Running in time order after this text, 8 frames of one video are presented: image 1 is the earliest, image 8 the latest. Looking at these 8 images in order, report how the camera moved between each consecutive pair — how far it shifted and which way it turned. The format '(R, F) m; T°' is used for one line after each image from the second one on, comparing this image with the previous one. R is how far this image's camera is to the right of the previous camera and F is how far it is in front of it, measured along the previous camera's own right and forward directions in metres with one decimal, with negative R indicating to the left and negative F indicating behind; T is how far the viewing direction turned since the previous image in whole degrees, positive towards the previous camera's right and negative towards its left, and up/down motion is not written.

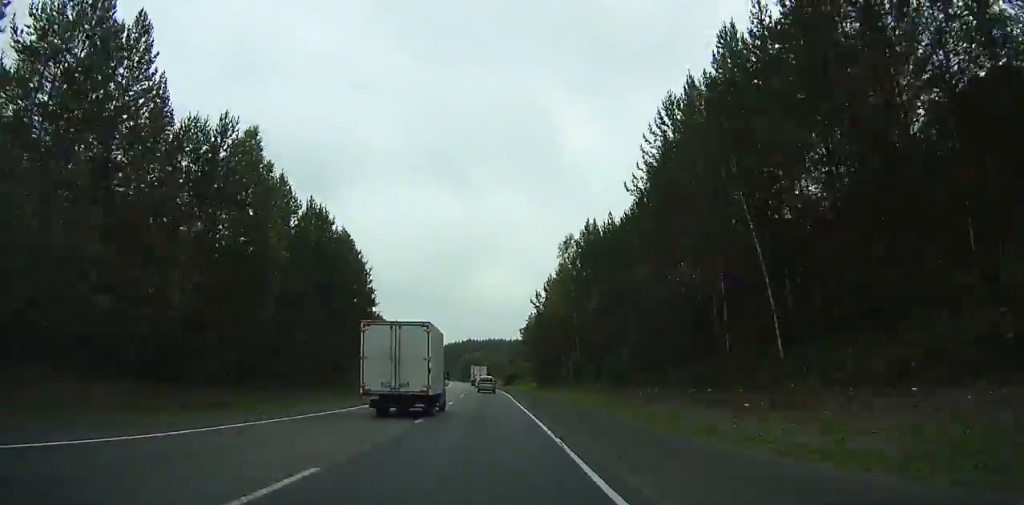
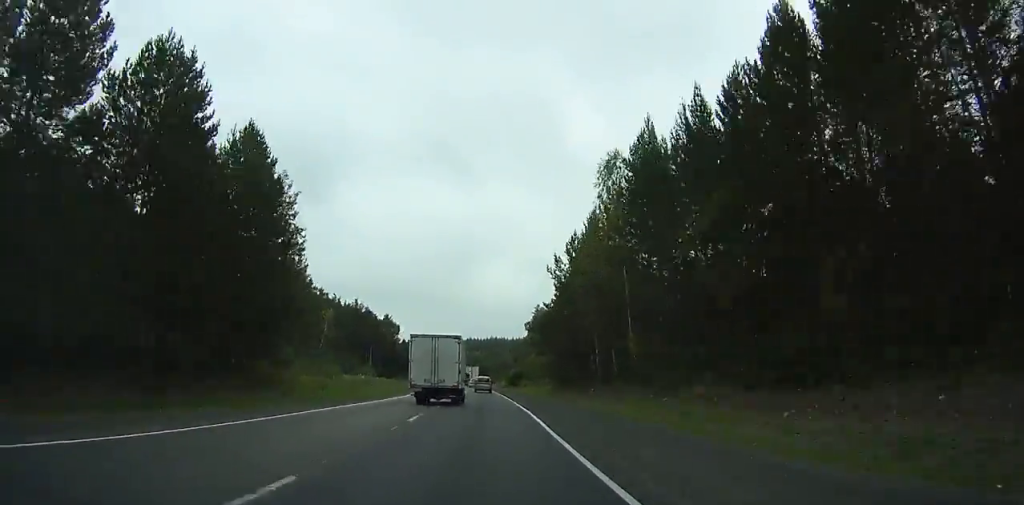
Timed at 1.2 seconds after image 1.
(0.0, +24.3) m; 0°
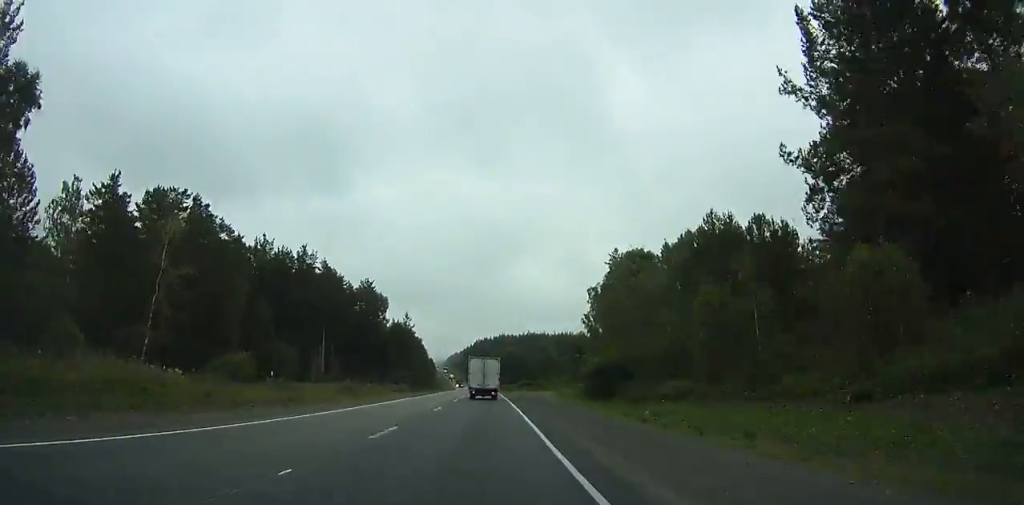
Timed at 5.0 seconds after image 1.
(-1.2, +76.9) m; -2°
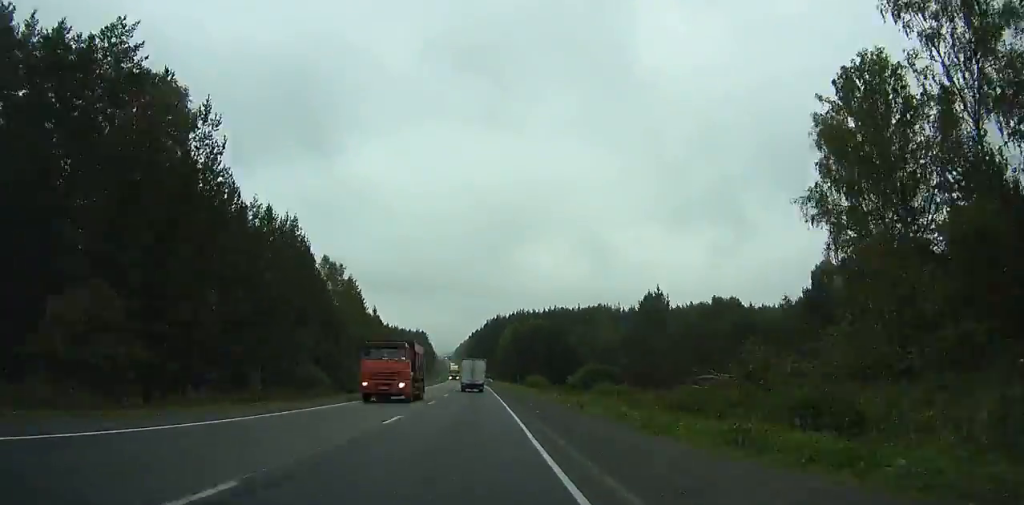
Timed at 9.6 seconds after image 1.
(-2.4, +94.5) m; -3°
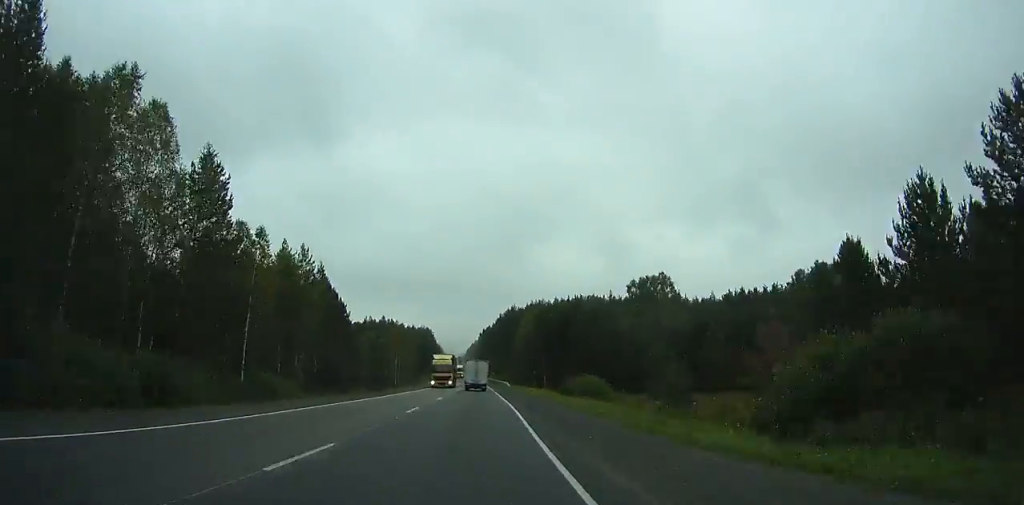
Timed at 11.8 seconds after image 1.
(-0.6, +45.7) m; -1°
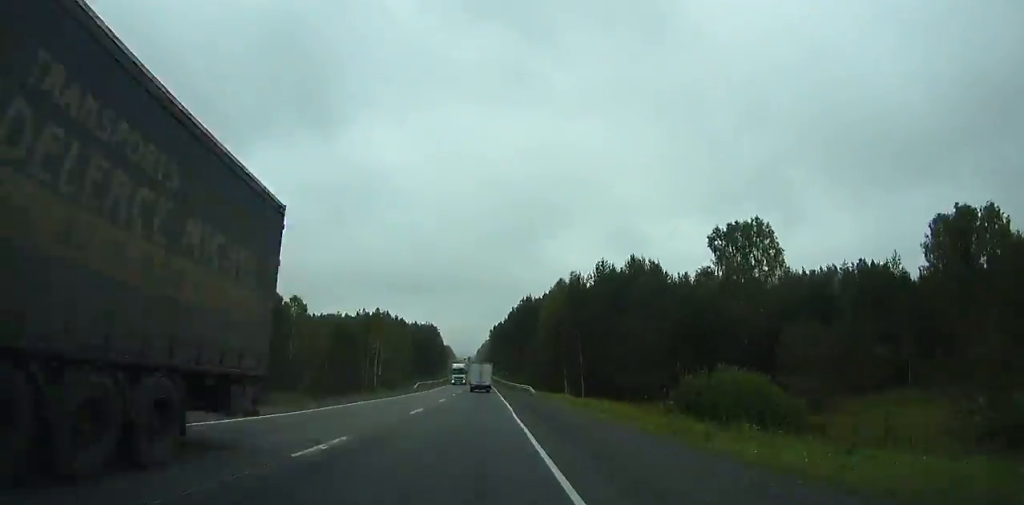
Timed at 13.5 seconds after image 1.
(-0.2, +35.4) m; -1°
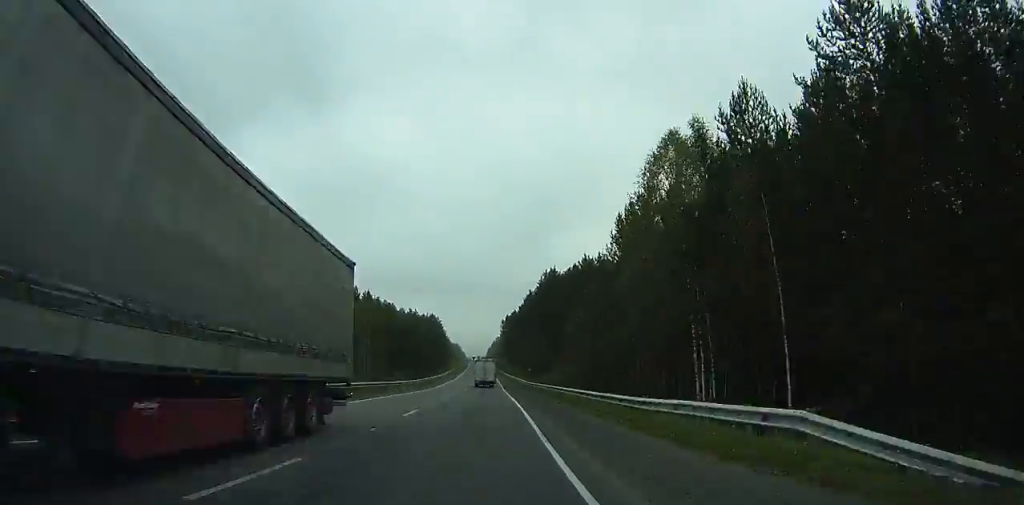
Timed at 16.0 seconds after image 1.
(-0.2, +52.4) m; -1°
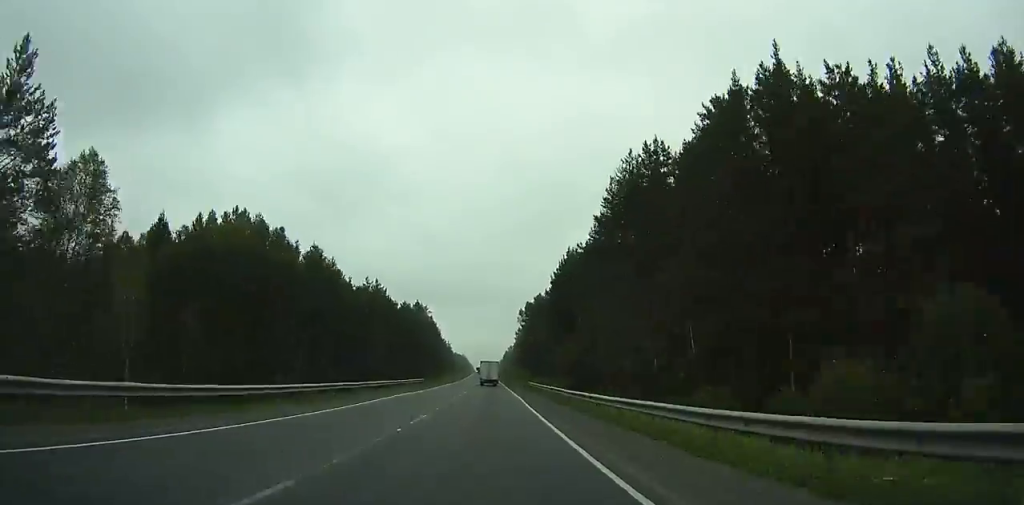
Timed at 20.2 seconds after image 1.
(-1.5, +88.3) m; -1°
